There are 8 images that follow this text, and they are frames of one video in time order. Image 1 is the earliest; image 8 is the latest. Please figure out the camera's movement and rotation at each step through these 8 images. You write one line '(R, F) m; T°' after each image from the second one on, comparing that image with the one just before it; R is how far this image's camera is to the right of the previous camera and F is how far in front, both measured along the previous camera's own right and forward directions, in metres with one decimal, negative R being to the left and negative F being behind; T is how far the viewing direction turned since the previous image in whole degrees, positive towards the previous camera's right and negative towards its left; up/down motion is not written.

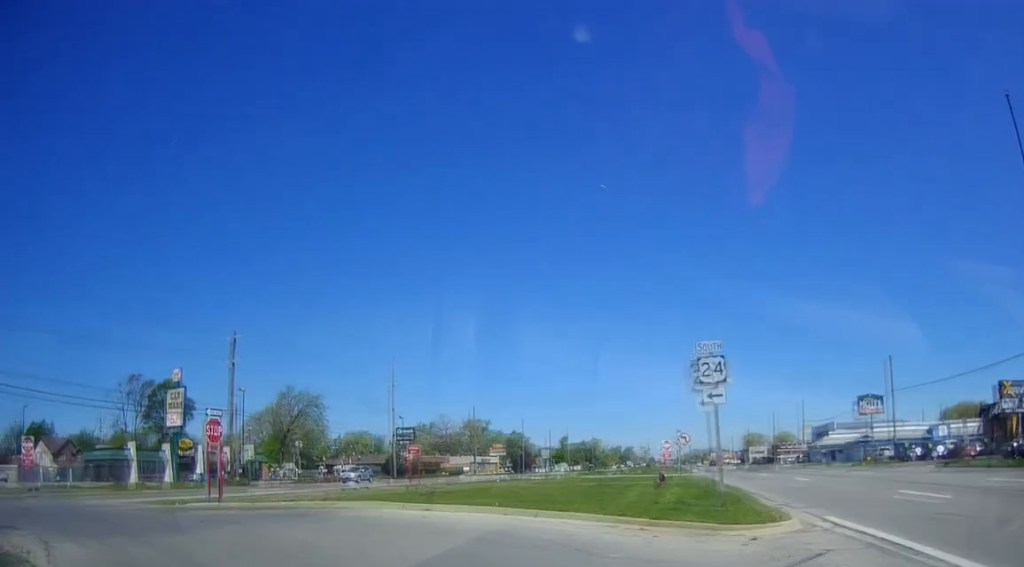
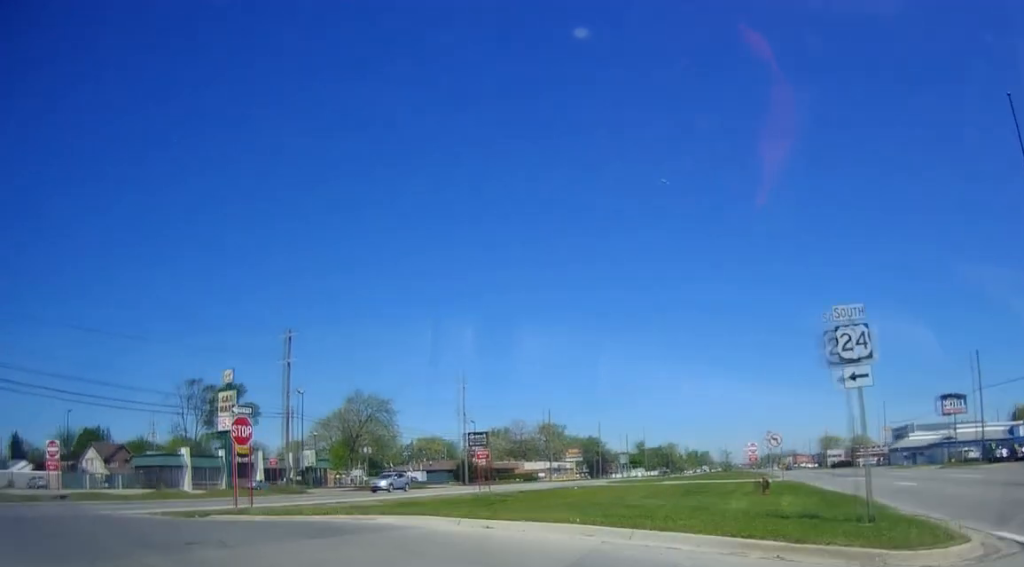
(0.0, +3.9) m; -6°
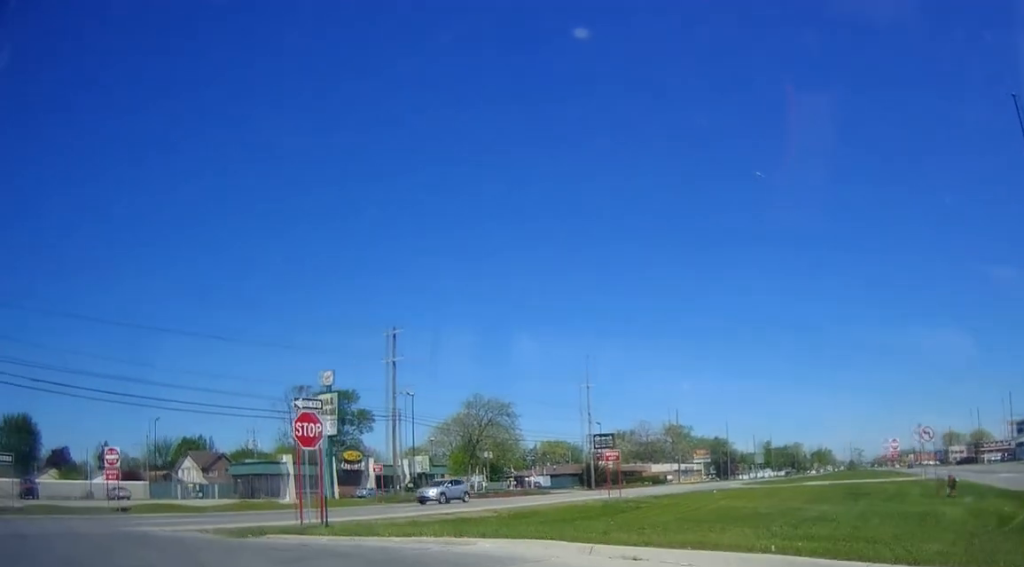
(-0.1, +4.9) m; -9°
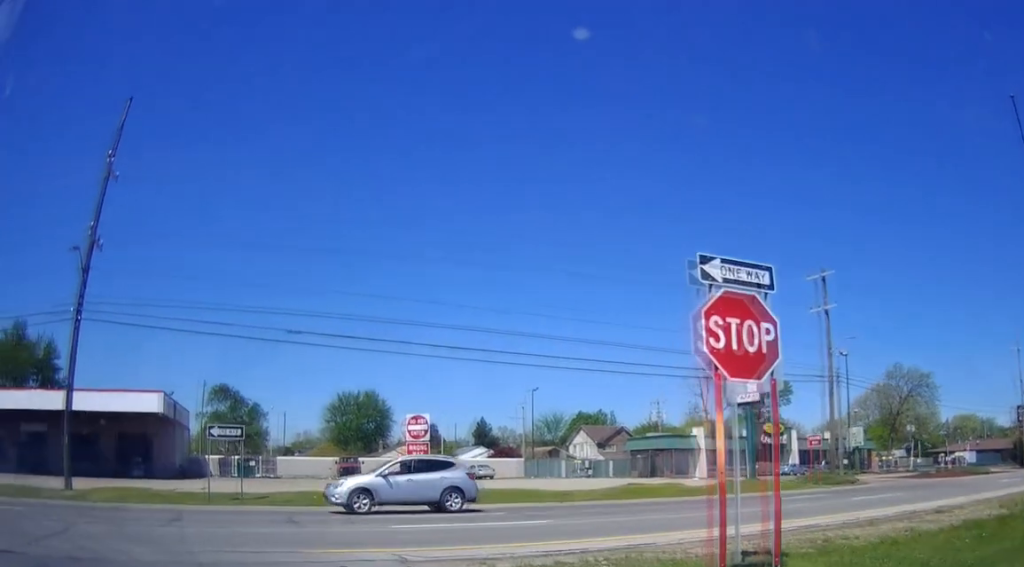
(-3.1, +11.5) m; -27°
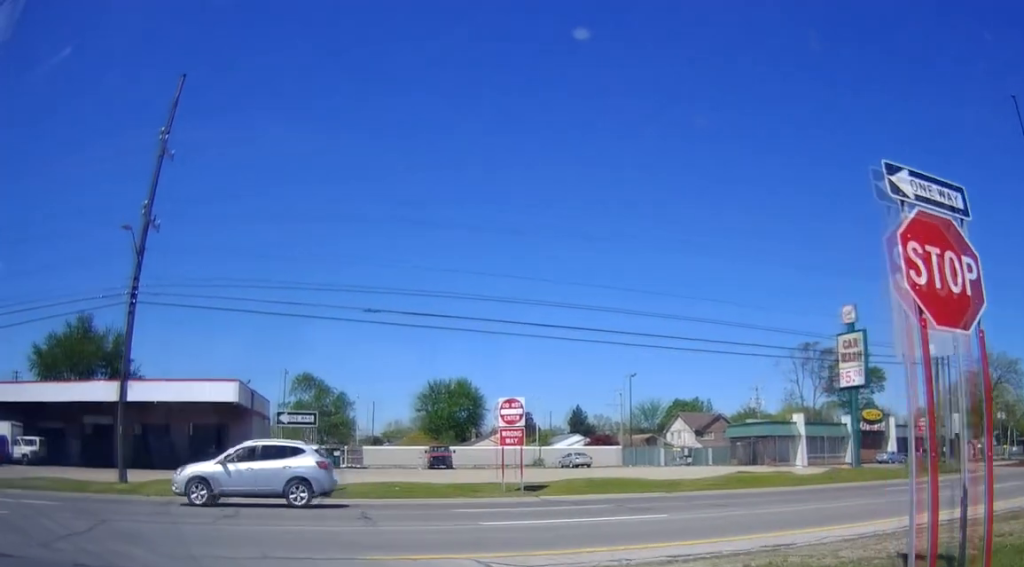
(-0.3, +2.6) m; -10°
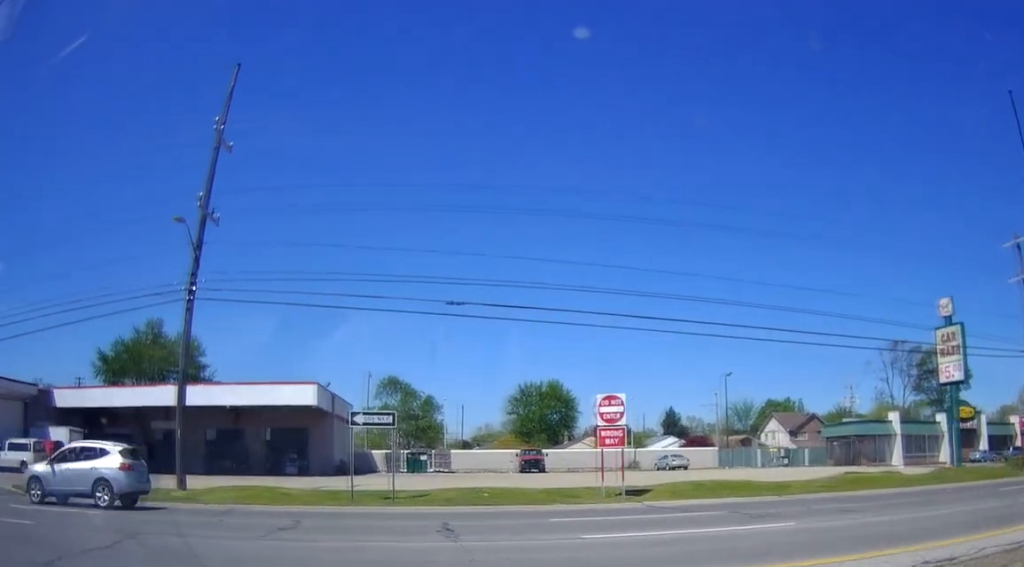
(-0.1, +2.8) m; -13°
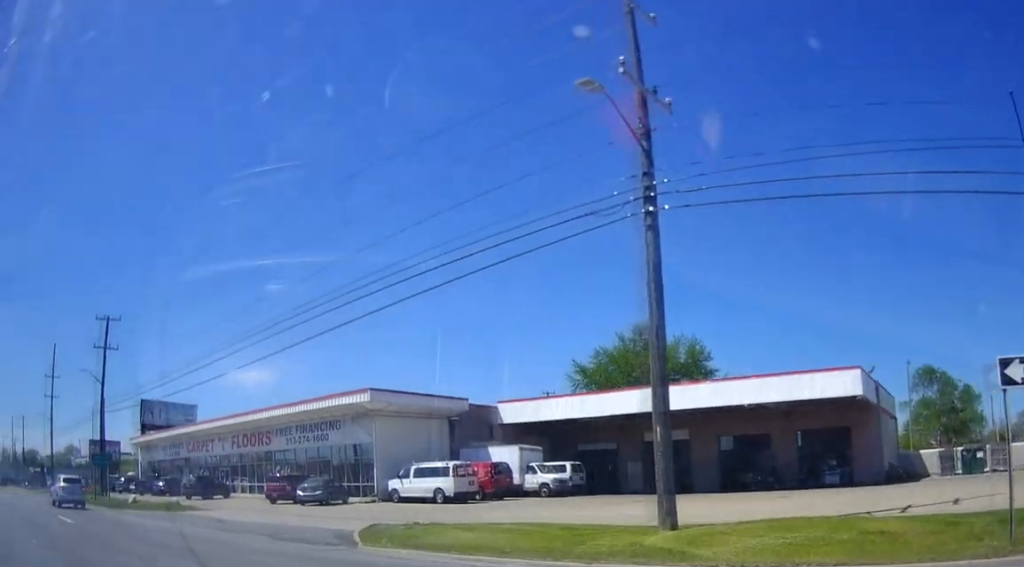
(-5.6, +8.2) m; -62°
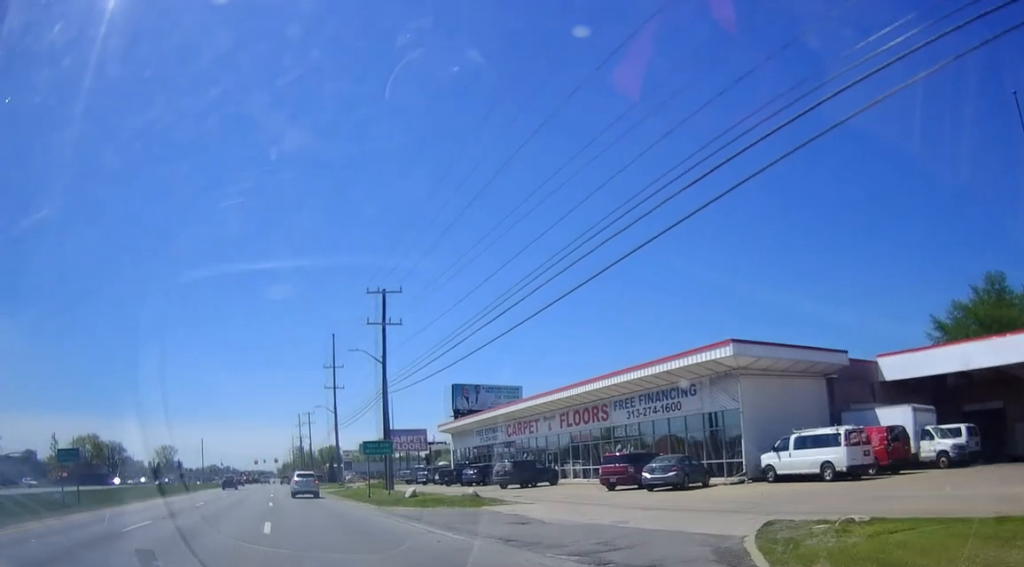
(-1.7, +6.5) m; -24°
